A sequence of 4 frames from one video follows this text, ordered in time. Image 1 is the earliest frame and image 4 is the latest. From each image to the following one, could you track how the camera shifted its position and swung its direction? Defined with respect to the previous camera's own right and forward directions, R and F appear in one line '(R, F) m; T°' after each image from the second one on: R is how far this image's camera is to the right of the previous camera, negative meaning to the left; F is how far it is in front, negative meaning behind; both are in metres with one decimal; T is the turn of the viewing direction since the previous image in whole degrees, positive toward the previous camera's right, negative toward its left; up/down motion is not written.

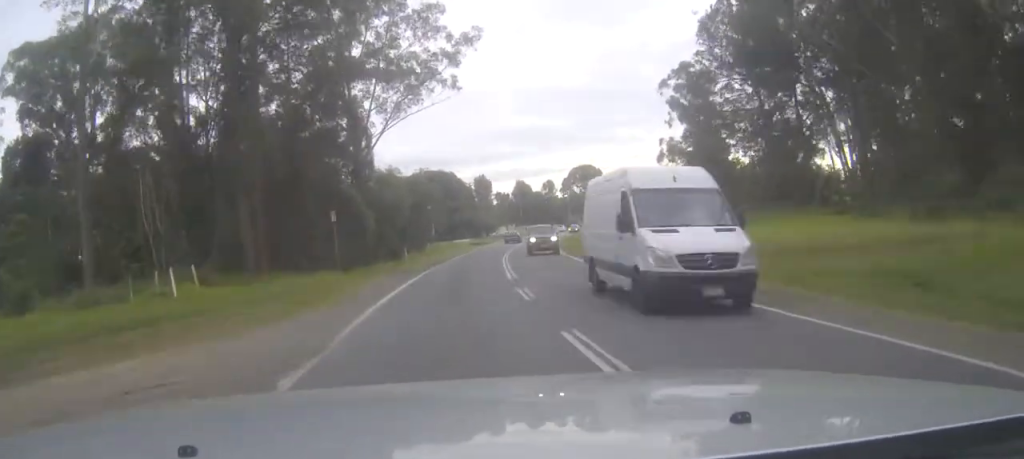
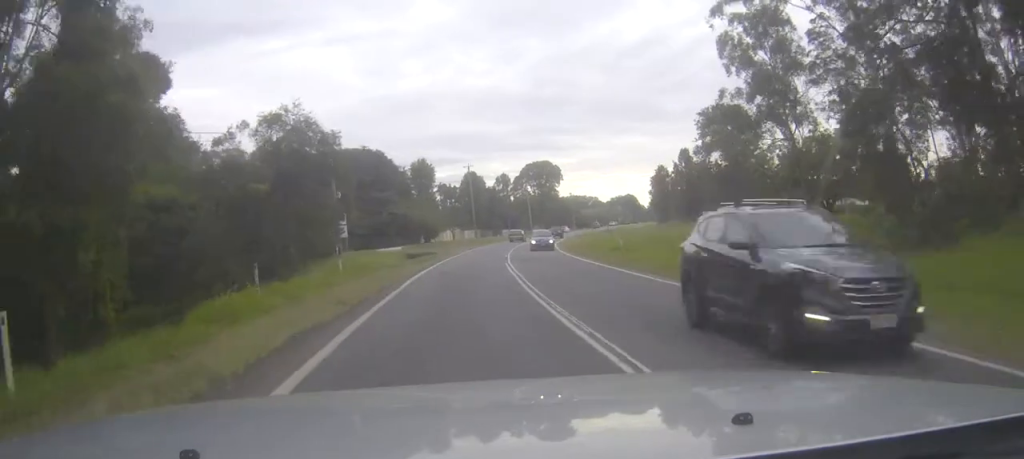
(+1.7, +42.5) m; +5°
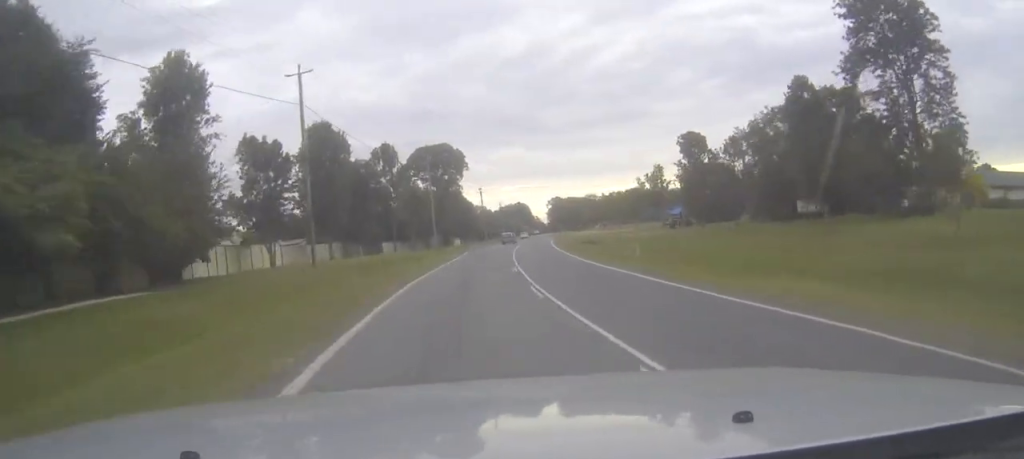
(+6.6, +72.6) m; +10°
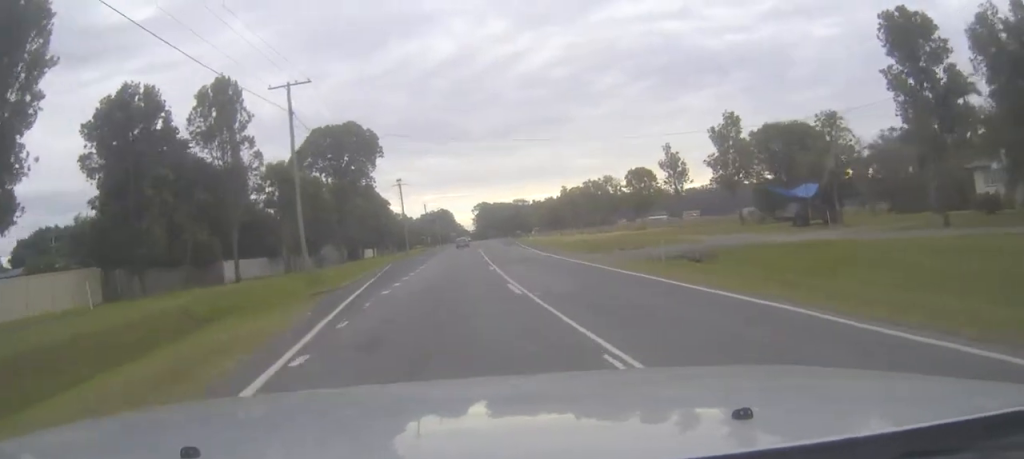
(+2.6, +47.5) m; +5°
